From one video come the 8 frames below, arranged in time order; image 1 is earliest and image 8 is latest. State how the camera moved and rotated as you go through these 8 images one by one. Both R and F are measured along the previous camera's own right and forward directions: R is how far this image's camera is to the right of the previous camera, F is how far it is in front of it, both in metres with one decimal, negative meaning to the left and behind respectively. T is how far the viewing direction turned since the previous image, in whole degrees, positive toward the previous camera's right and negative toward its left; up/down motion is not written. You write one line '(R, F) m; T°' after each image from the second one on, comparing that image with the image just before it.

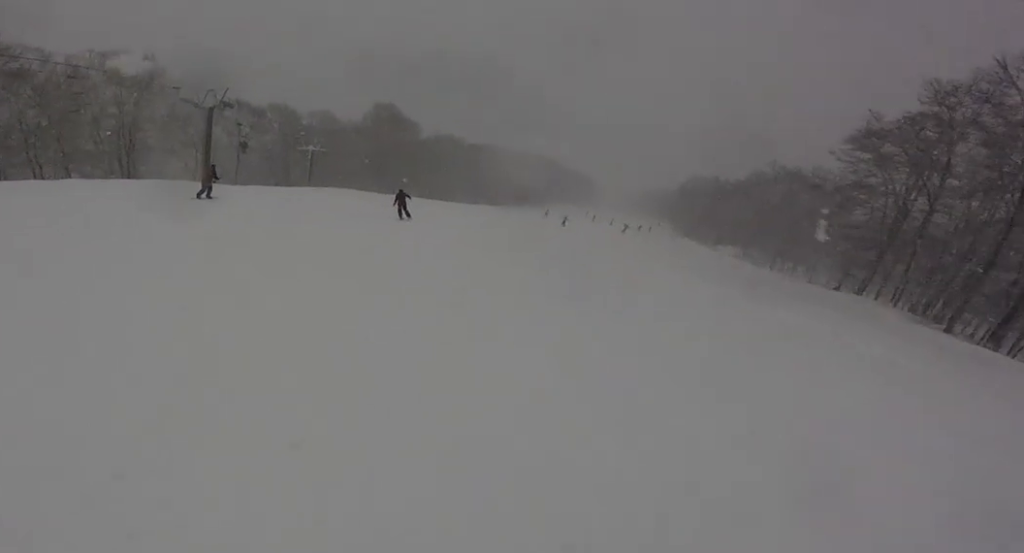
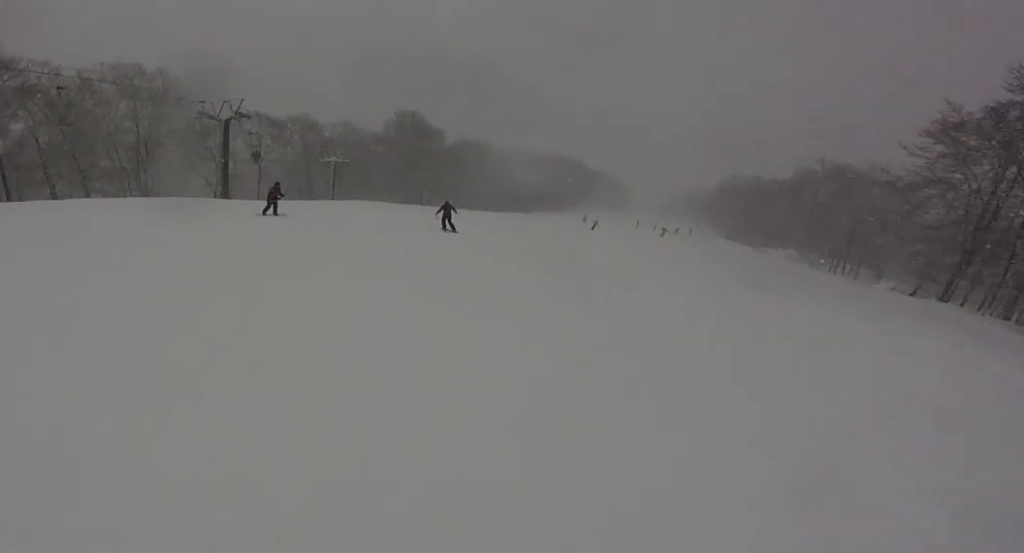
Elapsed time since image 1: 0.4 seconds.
(-0.1, +2.9) m; +3°
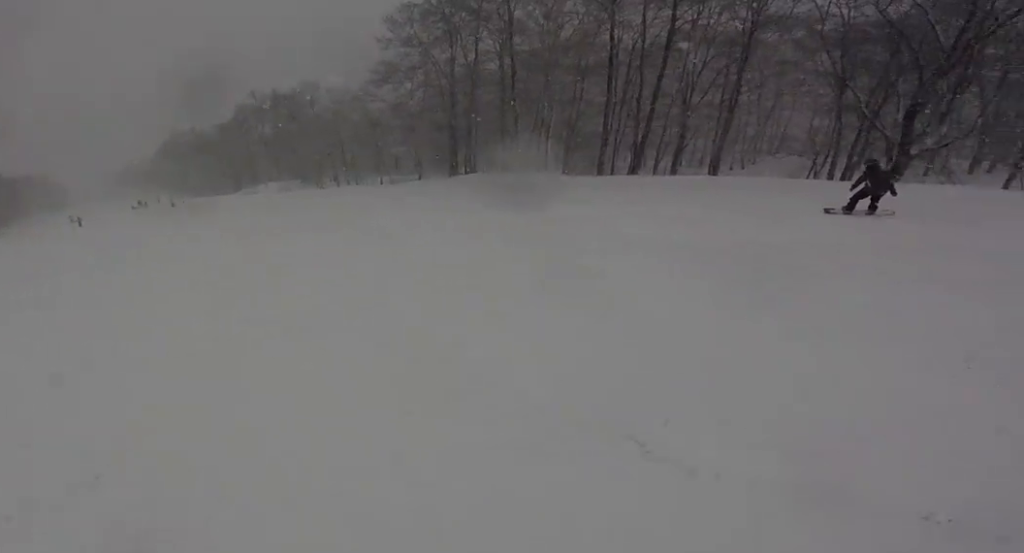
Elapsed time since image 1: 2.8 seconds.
(+2.5, +15.4) m; +19°
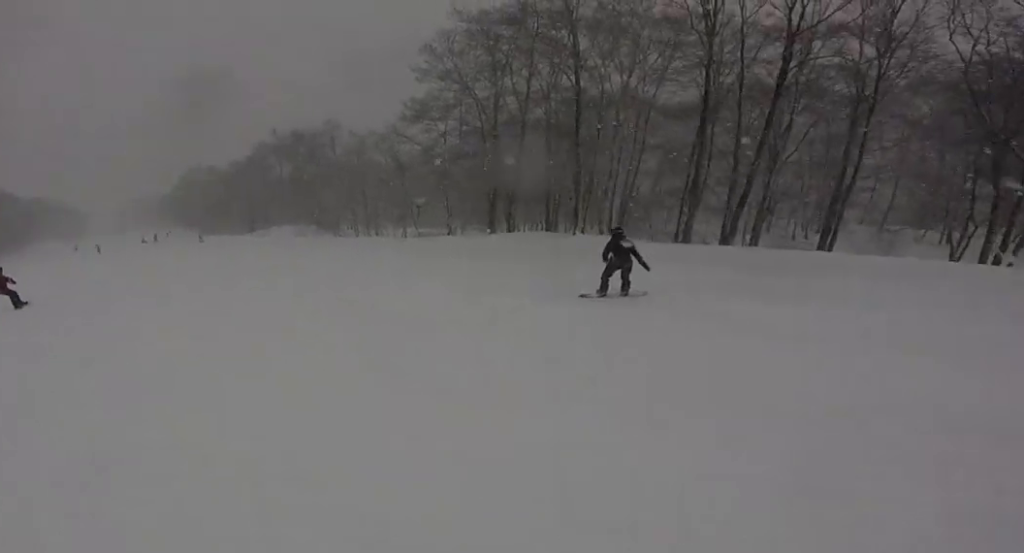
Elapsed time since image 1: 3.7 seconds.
(+0.7, +6.3) m; -7°
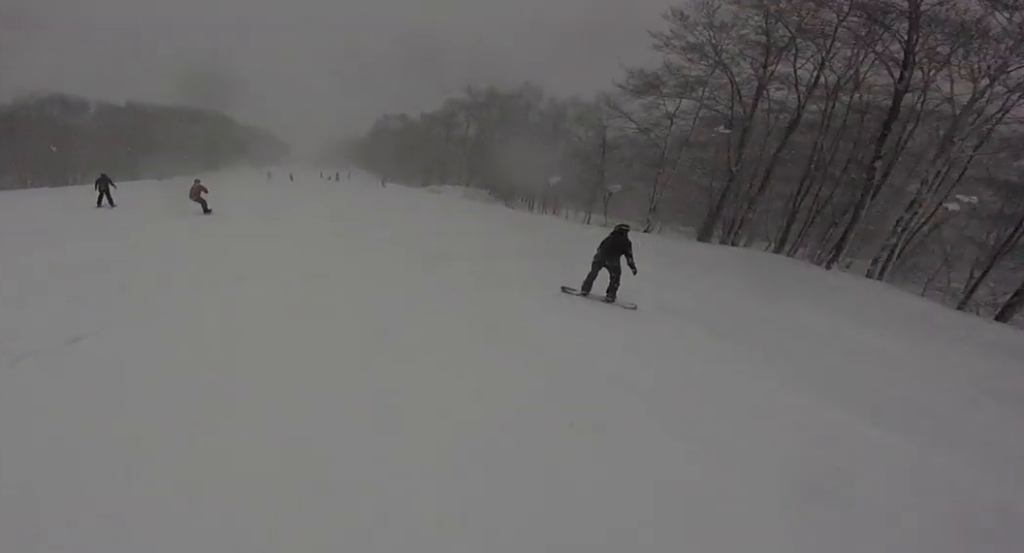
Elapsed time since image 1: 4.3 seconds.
(-0.5, +3.4) m; -5°
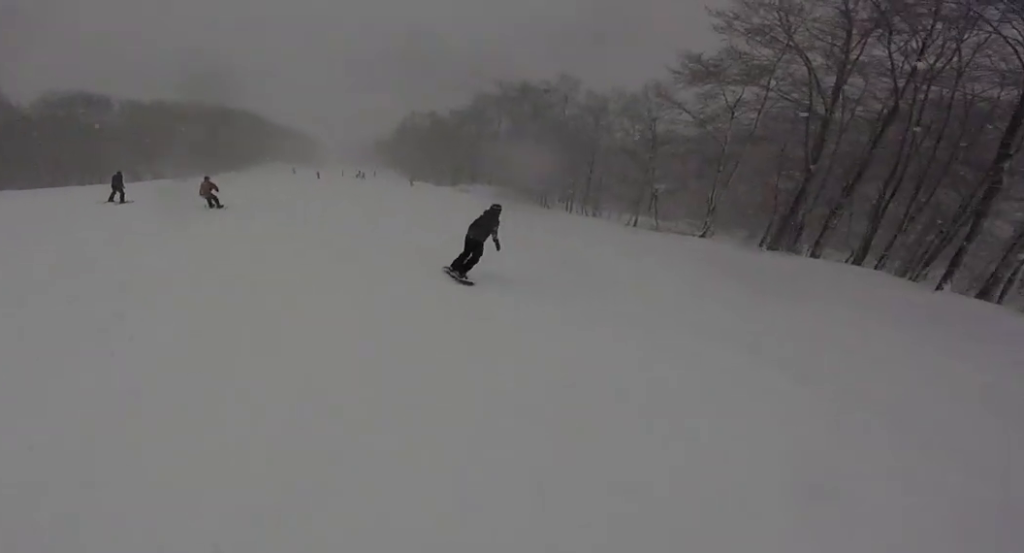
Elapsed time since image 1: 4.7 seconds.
(-0.7, +3.0) m; -4°
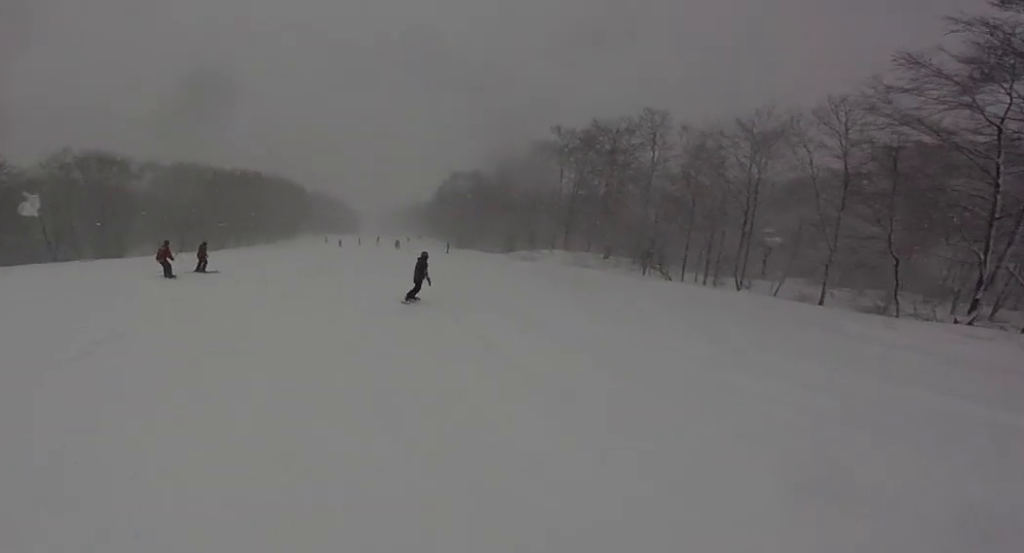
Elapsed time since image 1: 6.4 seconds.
(+1.8, +9.6) m; +16°
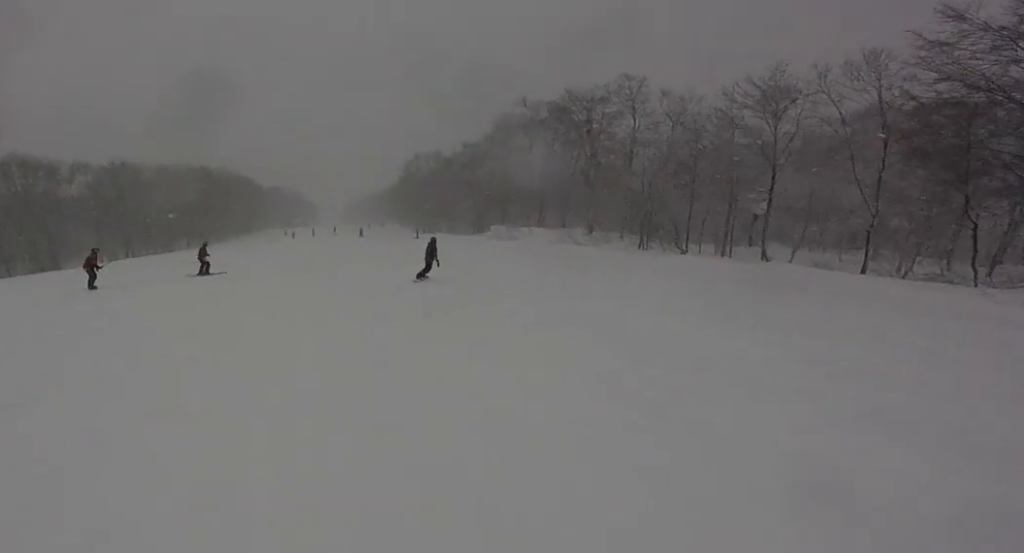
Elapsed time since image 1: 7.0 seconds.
(+0.3, +3.0) m; -2°
